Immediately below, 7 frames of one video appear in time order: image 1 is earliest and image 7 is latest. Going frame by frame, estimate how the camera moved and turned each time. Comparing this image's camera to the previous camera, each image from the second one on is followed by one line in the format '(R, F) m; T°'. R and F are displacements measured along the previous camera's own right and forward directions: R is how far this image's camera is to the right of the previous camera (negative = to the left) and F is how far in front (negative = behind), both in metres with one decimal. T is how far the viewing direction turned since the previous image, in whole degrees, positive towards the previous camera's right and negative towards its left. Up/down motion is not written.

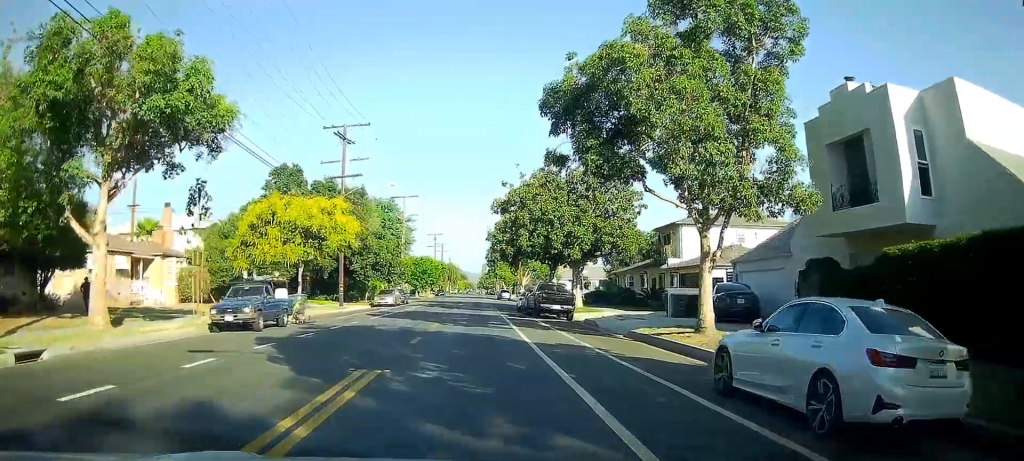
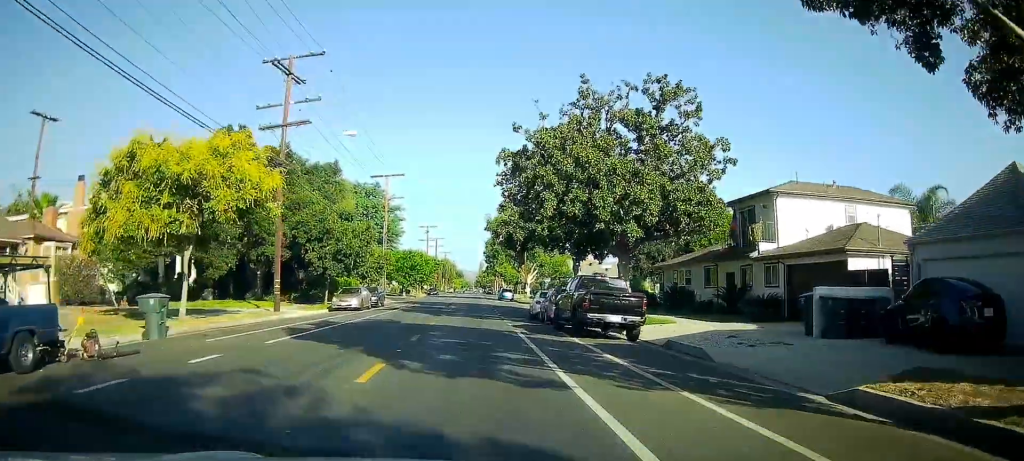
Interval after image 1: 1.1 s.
(0.0, +14.5) m; 0°
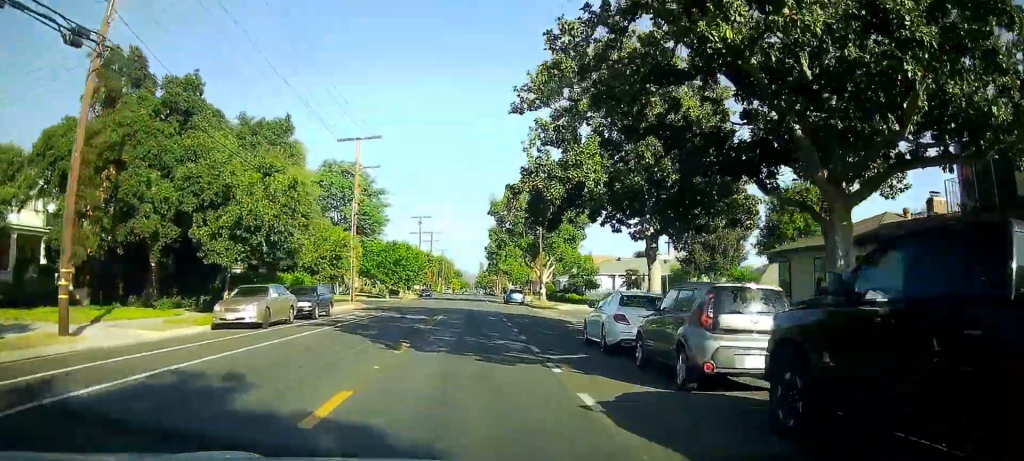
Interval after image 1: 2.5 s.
(+0.1, +18.1) m; +1°
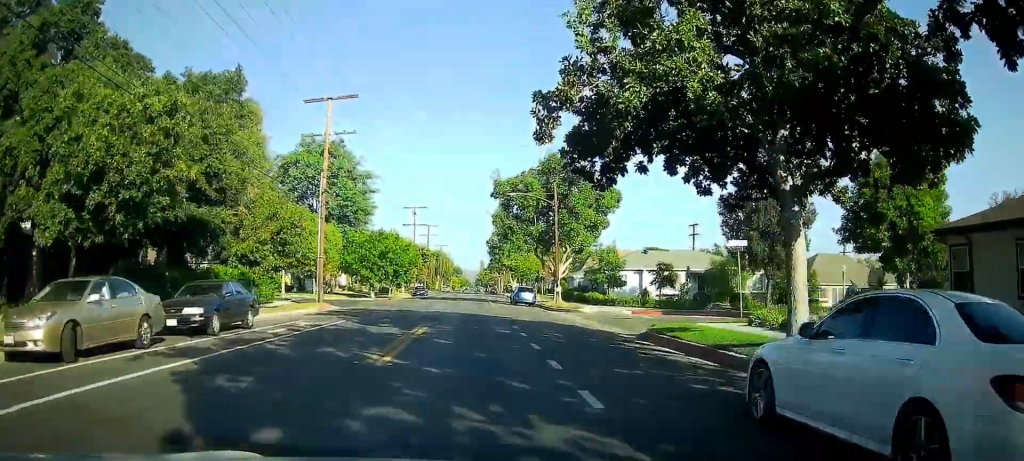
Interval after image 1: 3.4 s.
(+0.1, +10.7) m; -1°
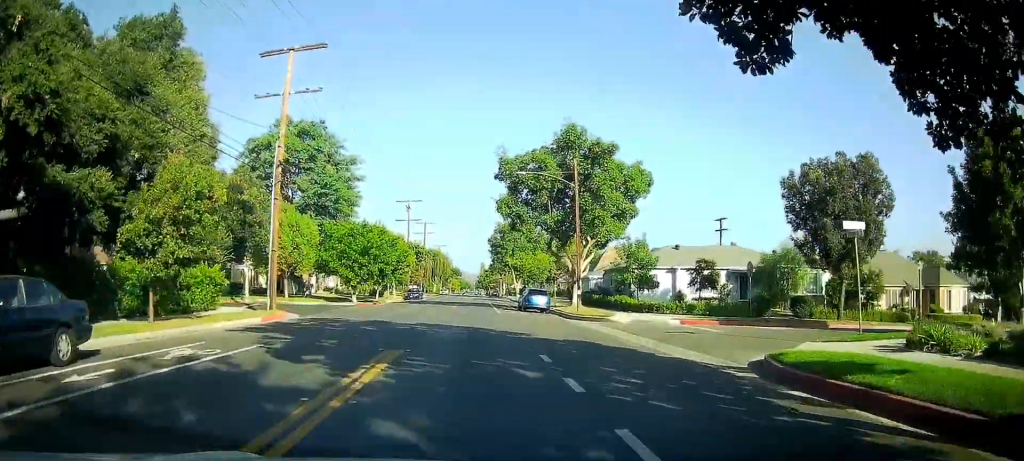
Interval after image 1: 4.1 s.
(-0.2, +9.8) m; -1°
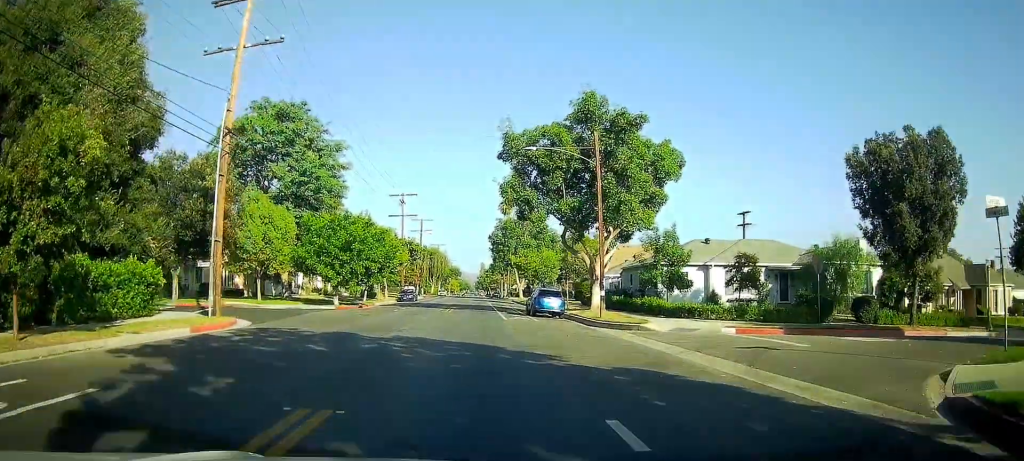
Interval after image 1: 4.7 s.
(-0.2, +7.2) m; 0°
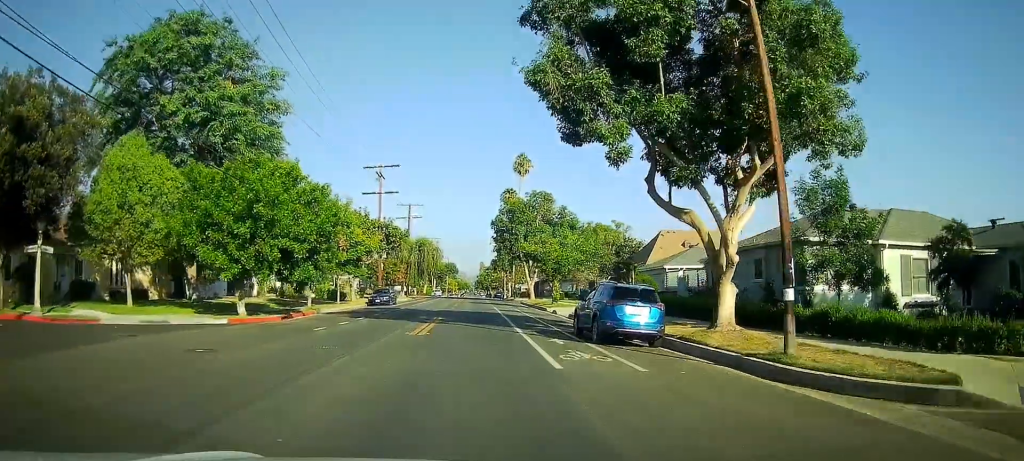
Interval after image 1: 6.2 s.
(+0.1, +18.6) m; 0°
